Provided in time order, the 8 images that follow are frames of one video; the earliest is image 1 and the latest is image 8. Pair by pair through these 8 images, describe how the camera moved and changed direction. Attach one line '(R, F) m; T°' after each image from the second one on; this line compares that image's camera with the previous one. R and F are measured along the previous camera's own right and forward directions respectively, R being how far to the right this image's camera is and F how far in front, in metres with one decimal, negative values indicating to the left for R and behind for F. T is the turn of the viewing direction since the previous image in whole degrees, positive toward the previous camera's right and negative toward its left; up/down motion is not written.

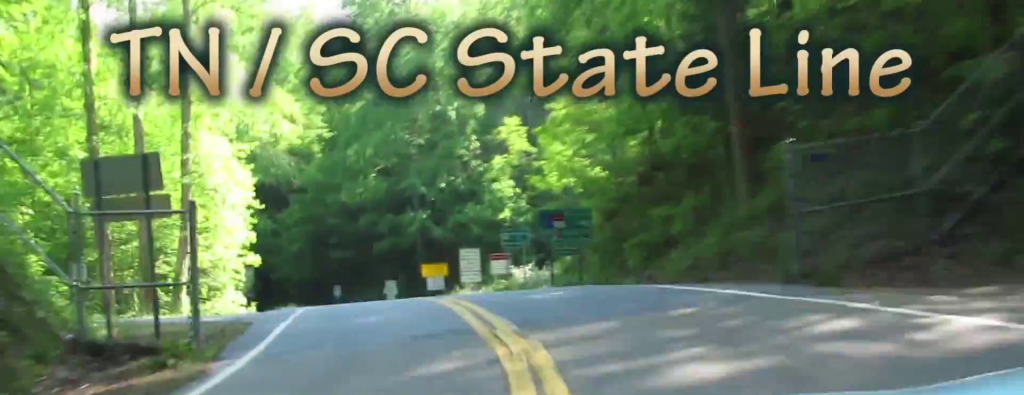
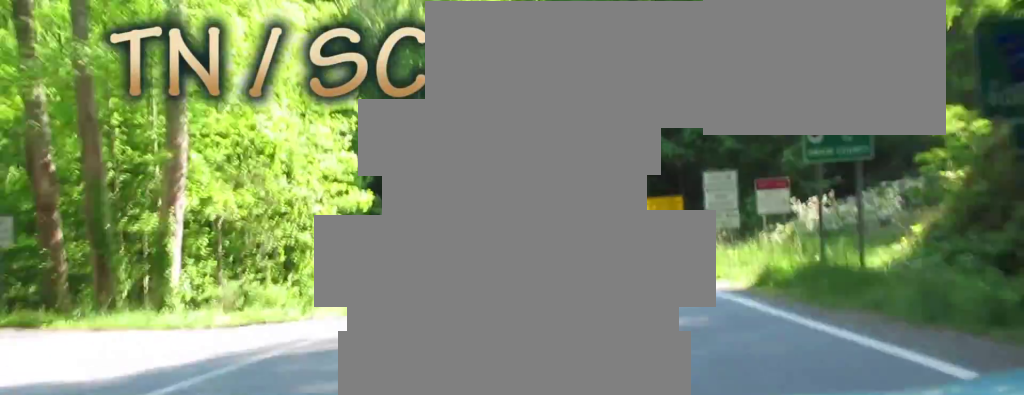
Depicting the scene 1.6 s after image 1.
(-0.8, +28.0) m; -6°
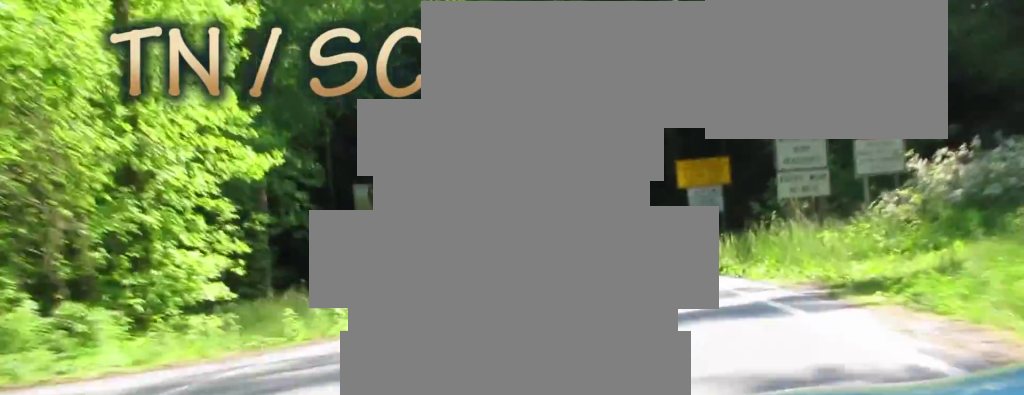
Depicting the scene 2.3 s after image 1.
(-0.3, +14.0) m; -7°
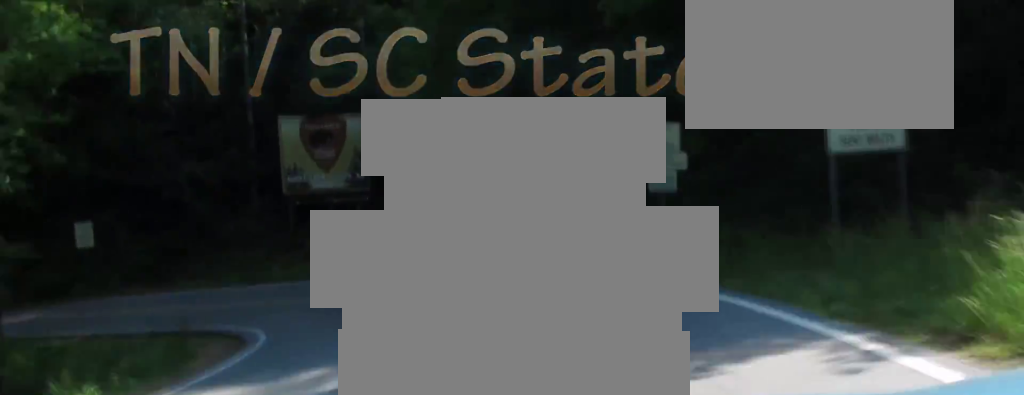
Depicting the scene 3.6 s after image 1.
(-2.7, +21.1) m; -13°
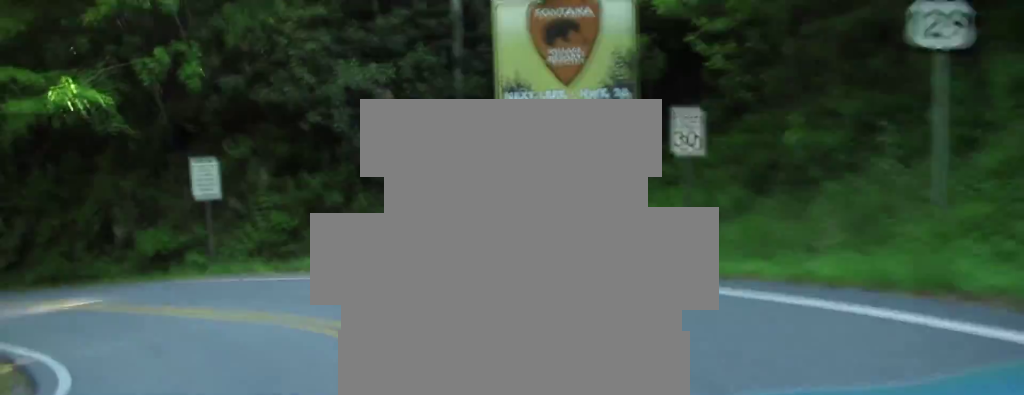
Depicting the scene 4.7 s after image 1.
(-1.8, +15.6) m; -15°
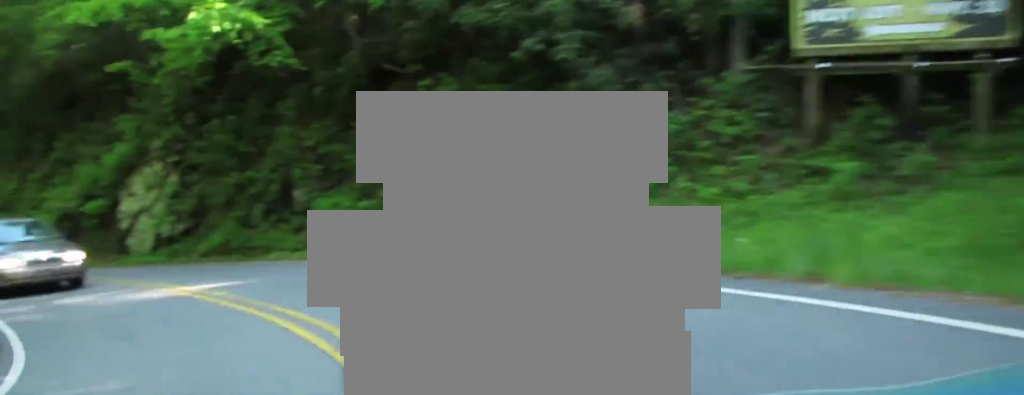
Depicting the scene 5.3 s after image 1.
(-0.5, +7.5) m; -8°
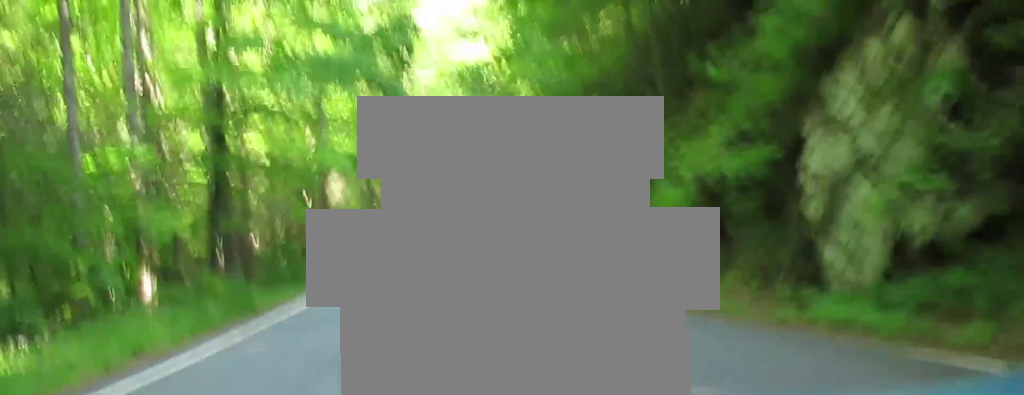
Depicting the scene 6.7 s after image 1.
(-5.8, +17.3) m; -40°
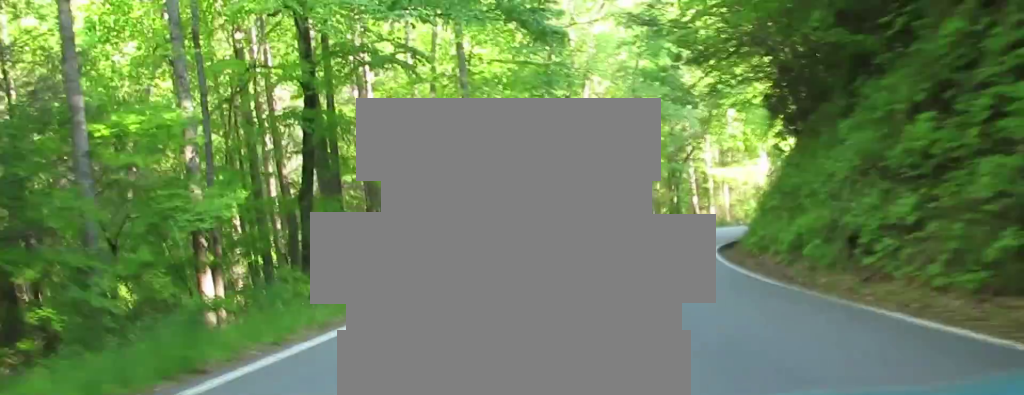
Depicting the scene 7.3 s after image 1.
(-2.1, +8.1) m; -15°
